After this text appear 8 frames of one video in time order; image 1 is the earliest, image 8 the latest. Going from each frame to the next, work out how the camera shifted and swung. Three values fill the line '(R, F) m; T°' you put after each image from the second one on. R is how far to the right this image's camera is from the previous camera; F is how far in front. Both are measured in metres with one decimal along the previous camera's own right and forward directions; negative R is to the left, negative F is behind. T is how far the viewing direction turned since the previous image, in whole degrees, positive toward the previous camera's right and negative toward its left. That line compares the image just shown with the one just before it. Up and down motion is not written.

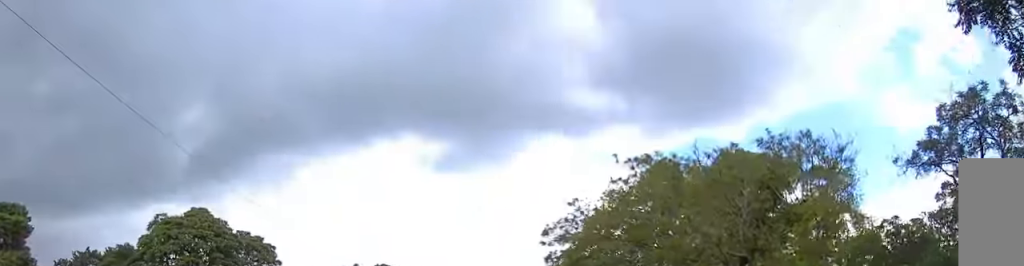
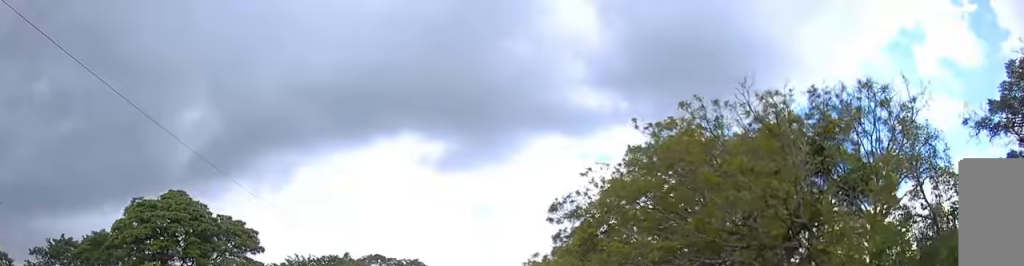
(0.0, +5.5) m; 0°
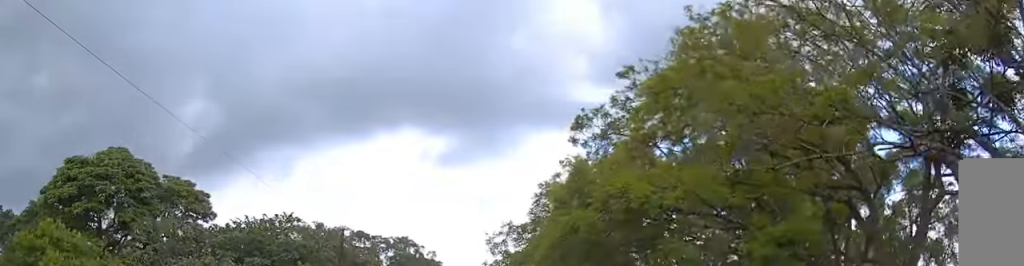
(0.0, +11.6) m; 0°
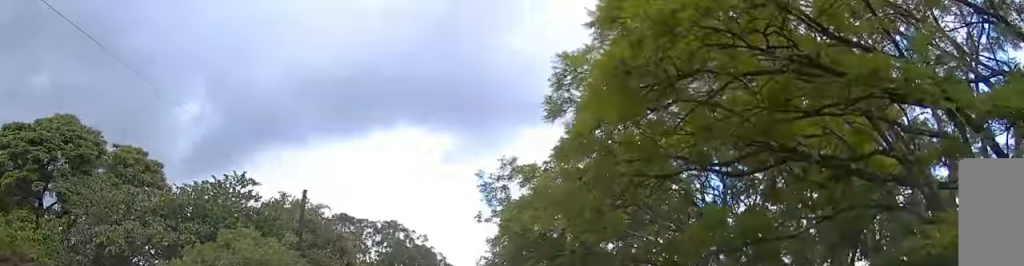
(-0.1, +8.0) m; 0°
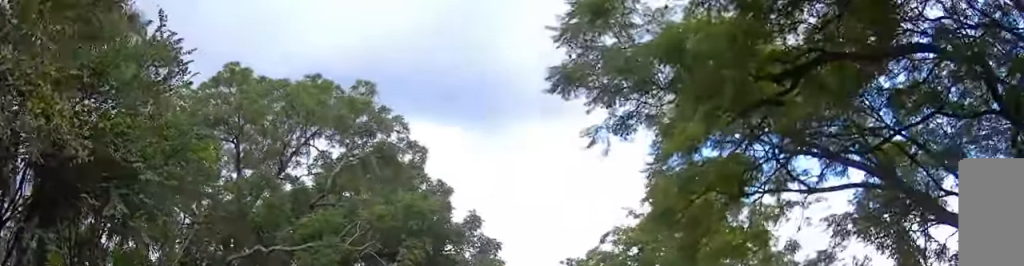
(-0.3, +32.9) m; -1°
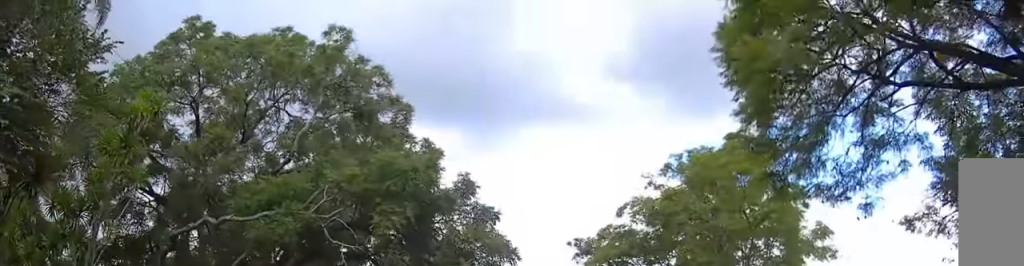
(0.0, +5.8) m; +1°
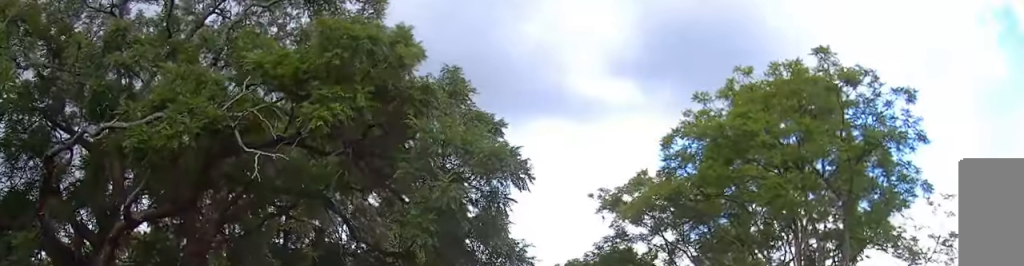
(+0.1, +8.8) m; 0°
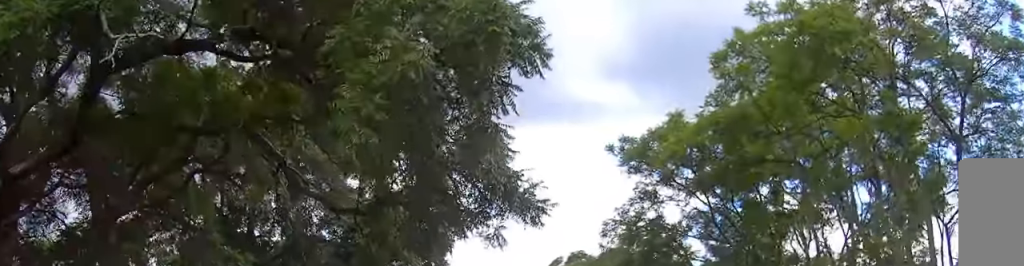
(+0.1, +6.2) m; 0°
